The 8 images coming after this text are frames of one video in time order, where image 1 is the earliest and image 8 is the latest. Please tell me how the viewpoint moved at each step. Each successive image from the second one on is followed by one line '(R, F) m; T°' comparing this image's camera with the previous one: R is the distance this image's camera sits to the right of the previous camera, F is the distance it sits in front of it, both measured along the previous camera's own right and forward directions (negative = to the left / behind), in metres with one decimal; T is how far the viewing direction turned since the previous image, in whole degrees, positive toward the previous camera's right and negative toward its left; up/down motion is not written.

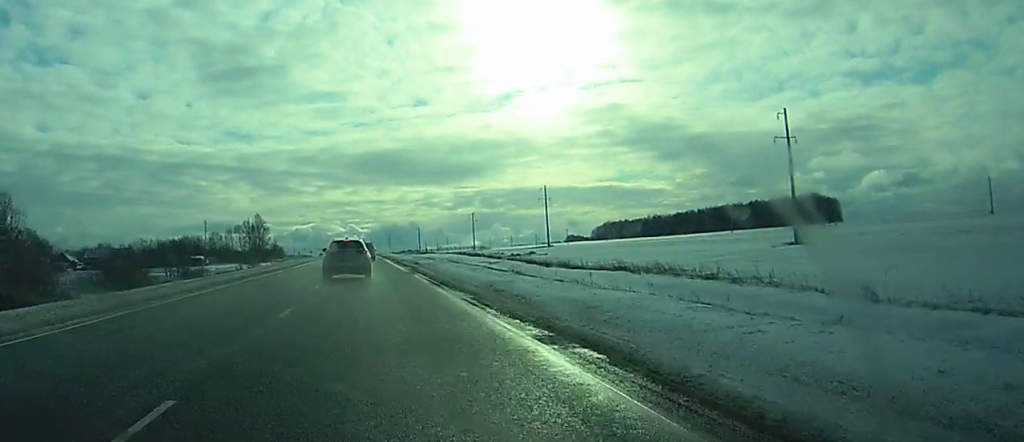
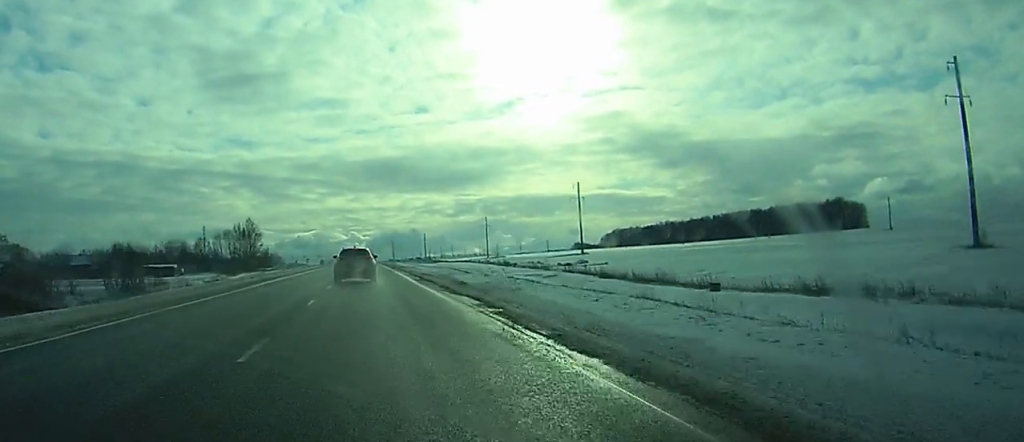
(-0.1, +30.0) m; -1°
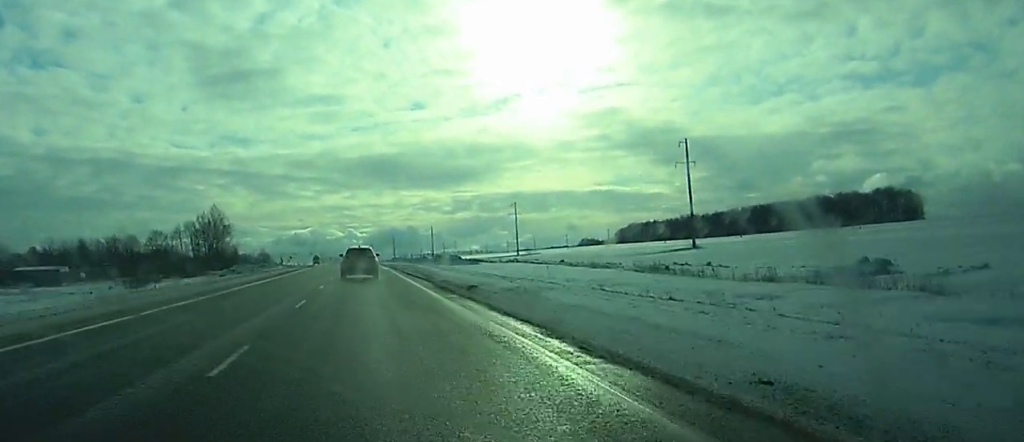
(-0.6, +60.4) m; -1°
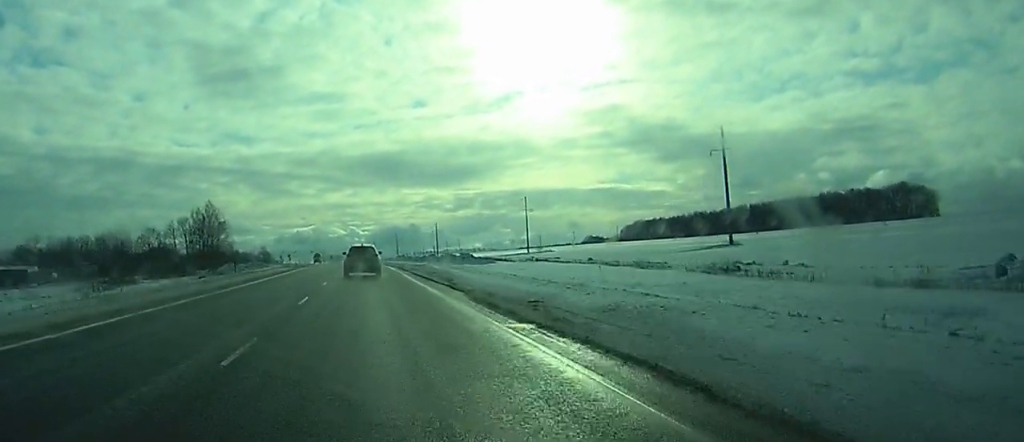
(0.0, +11.0) m; 0°
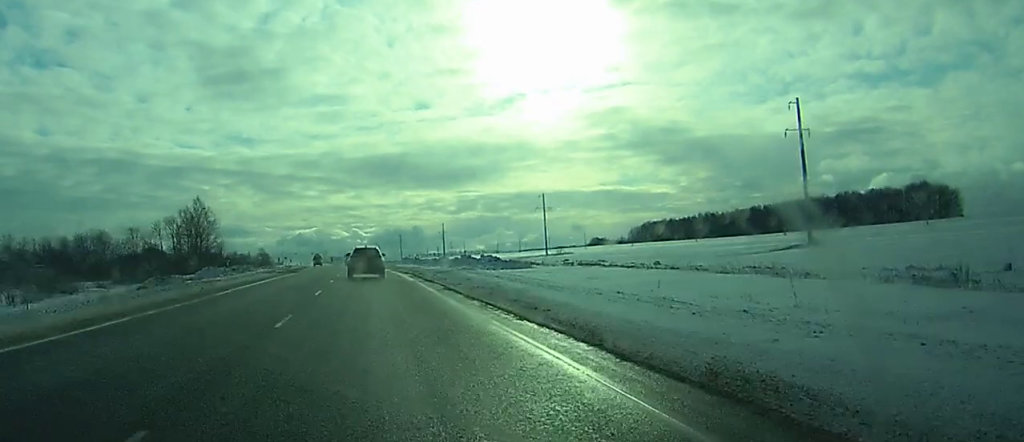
(0.0, +18.7) m; 0°
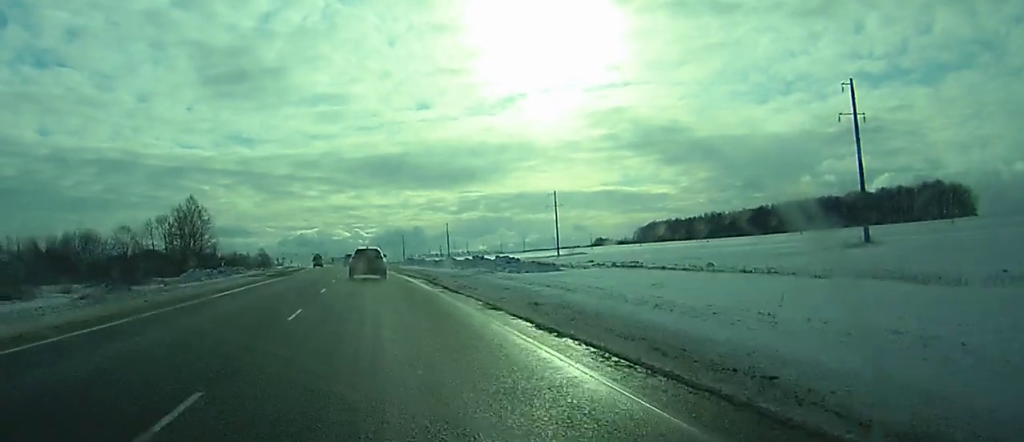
(0.0, +10.2) m; 0°
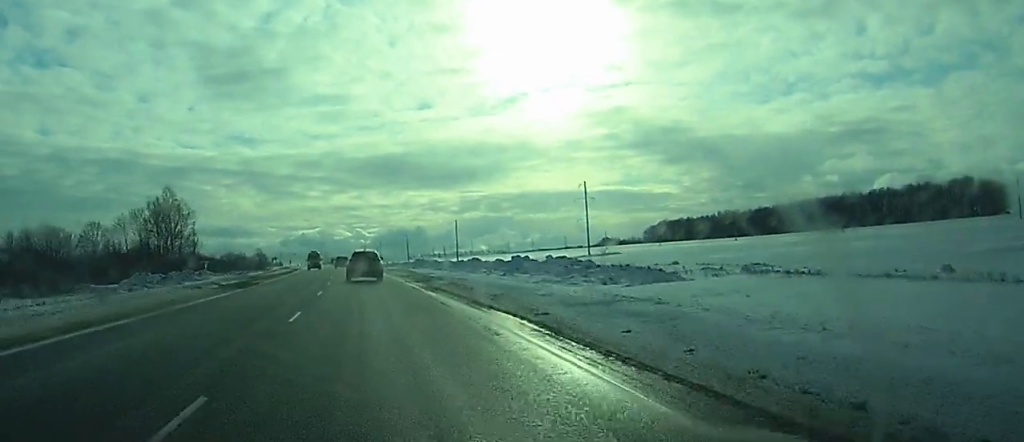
(+0.1, +24.6) m; 0°
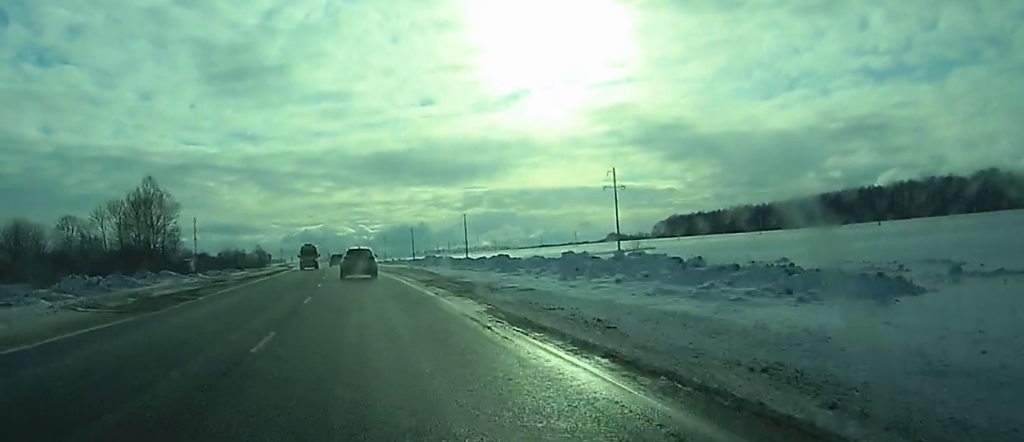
(0.0, +17.8) m; 0°
